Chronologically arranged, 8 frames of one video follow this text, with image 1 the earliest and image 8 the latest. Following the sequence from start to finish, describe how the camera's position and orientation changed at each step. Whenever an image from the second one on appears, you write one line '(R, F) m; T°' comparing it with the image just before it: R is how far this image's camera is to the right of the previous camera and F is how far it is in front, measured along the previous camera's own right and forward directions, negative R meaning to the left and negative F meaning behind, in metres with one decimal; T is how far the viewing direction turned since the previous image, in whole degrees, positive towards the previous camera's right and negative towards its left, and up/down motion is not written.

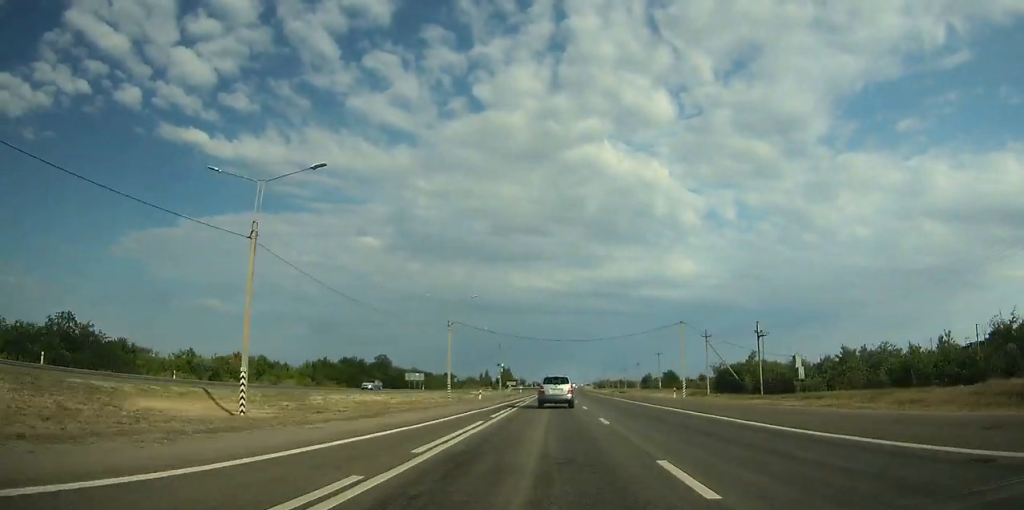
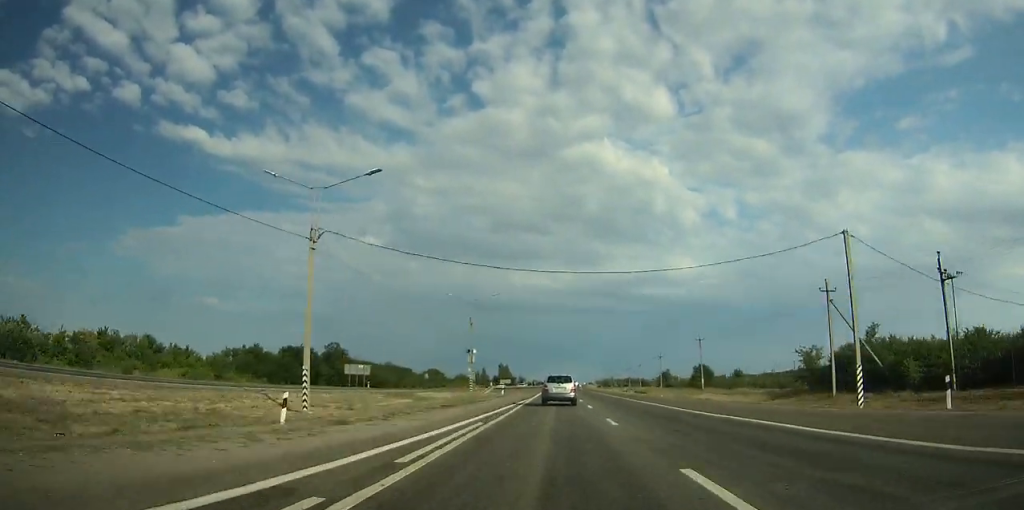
(-0.2, +37.8) m; 0°
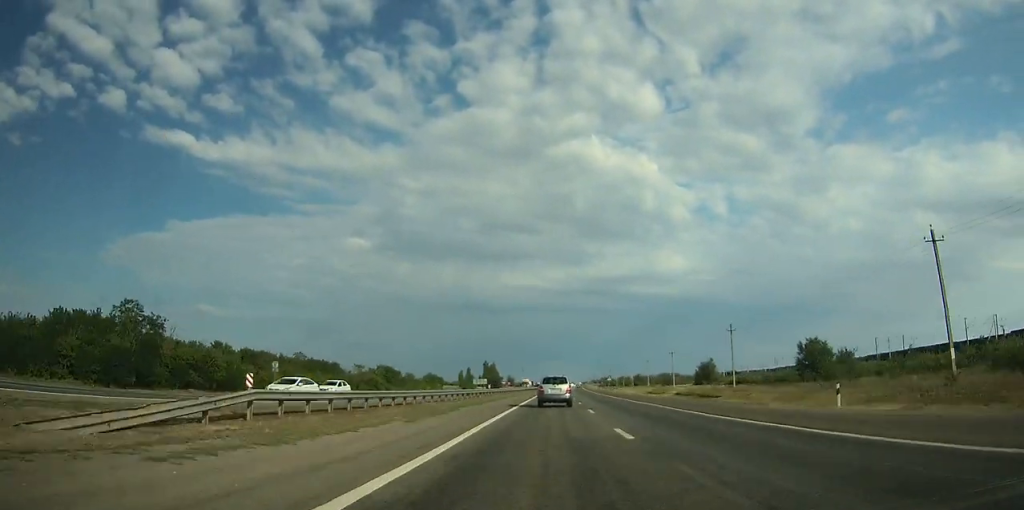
(0.0, +64.6) m; 0°
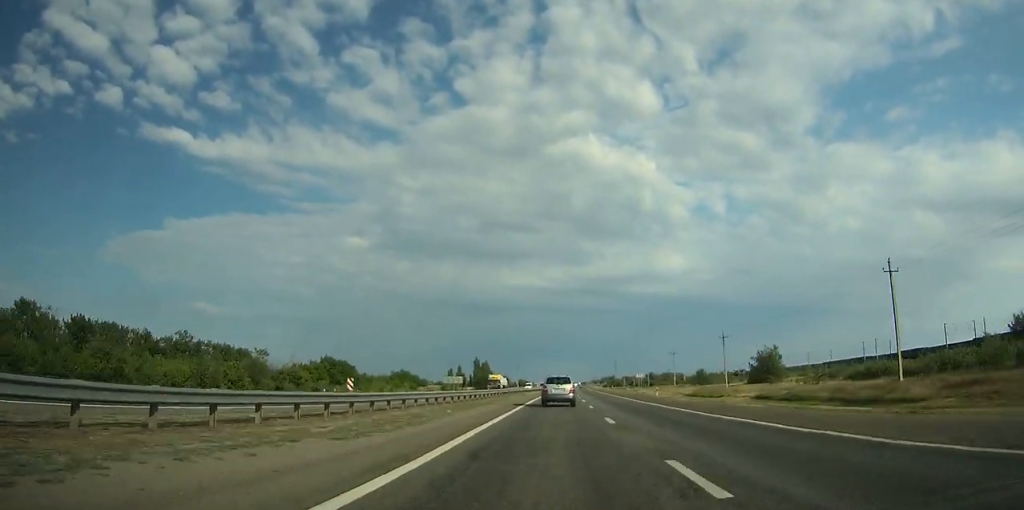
(-0.2, +42.9) m; +1°
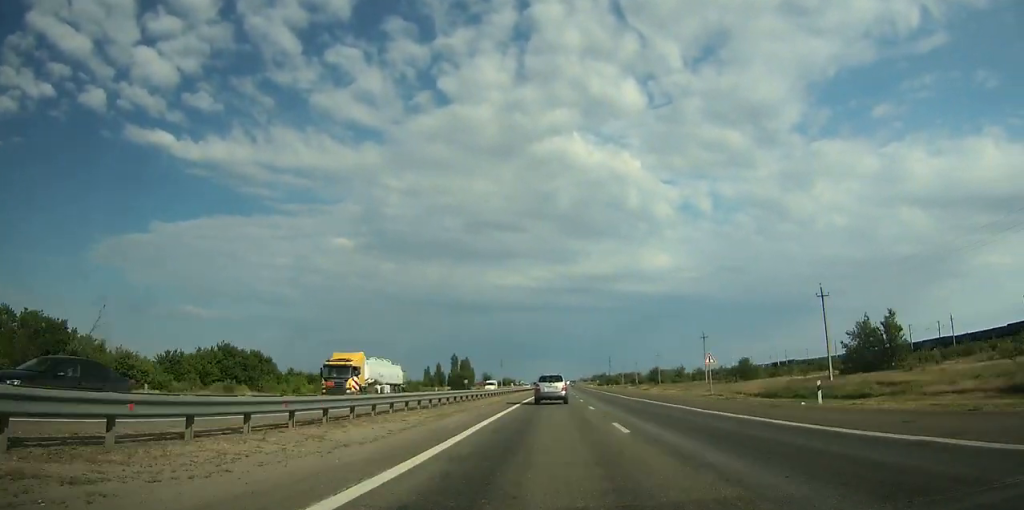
(+0.5, +39.9) m; +1°
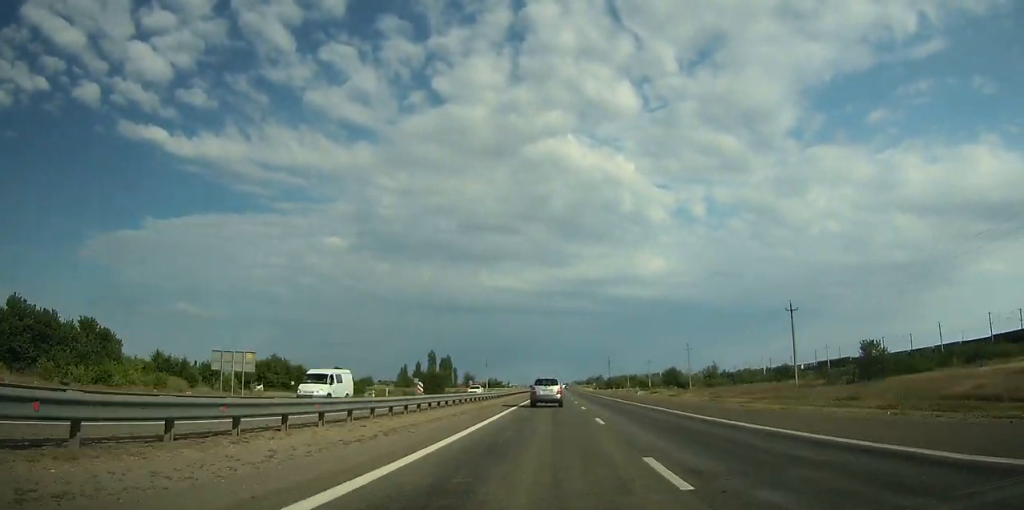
(0.0, +42.4) m; +1°
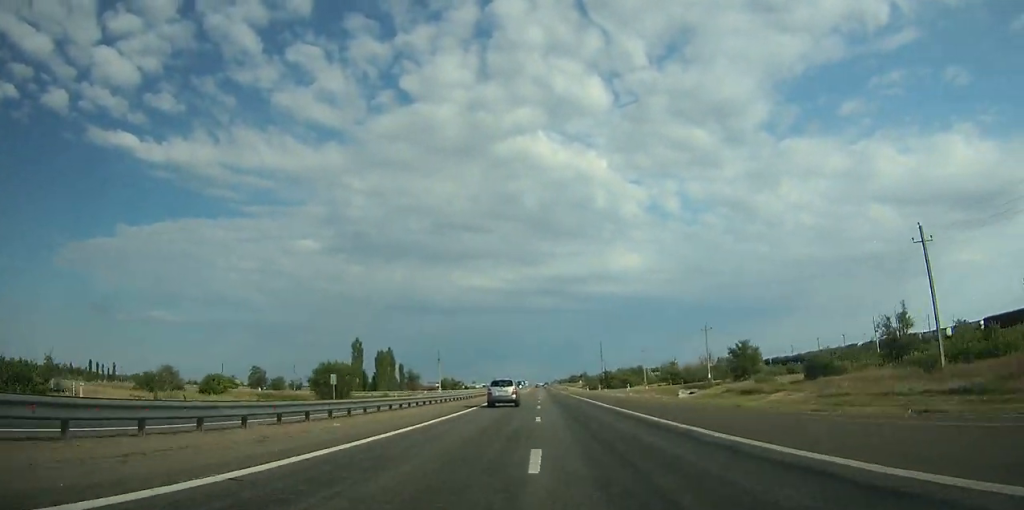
(+1.2, +80.8) m; +1°
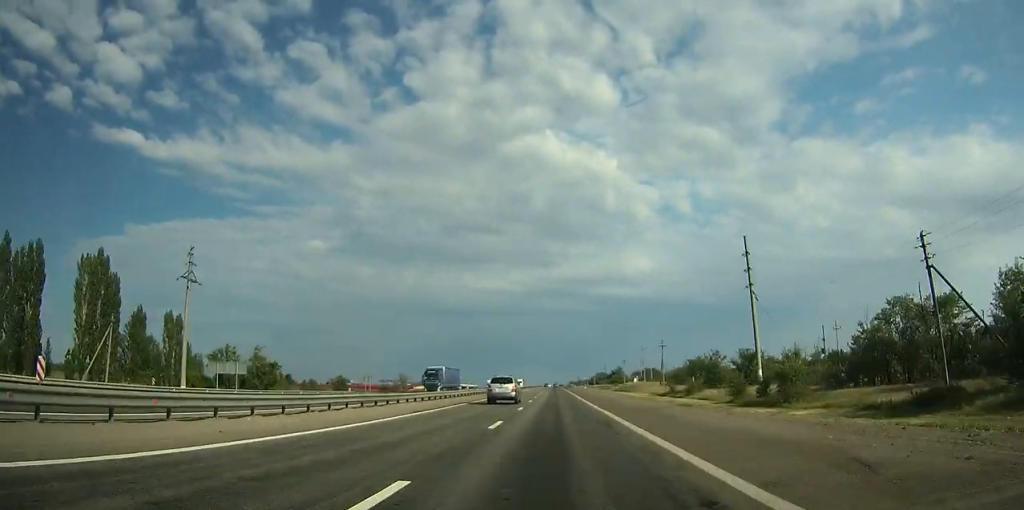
(-1.3, +186.7) m; -1°
